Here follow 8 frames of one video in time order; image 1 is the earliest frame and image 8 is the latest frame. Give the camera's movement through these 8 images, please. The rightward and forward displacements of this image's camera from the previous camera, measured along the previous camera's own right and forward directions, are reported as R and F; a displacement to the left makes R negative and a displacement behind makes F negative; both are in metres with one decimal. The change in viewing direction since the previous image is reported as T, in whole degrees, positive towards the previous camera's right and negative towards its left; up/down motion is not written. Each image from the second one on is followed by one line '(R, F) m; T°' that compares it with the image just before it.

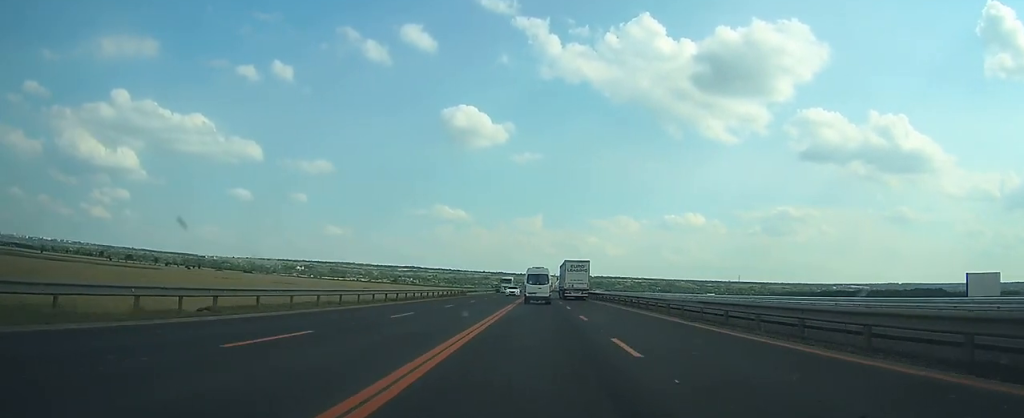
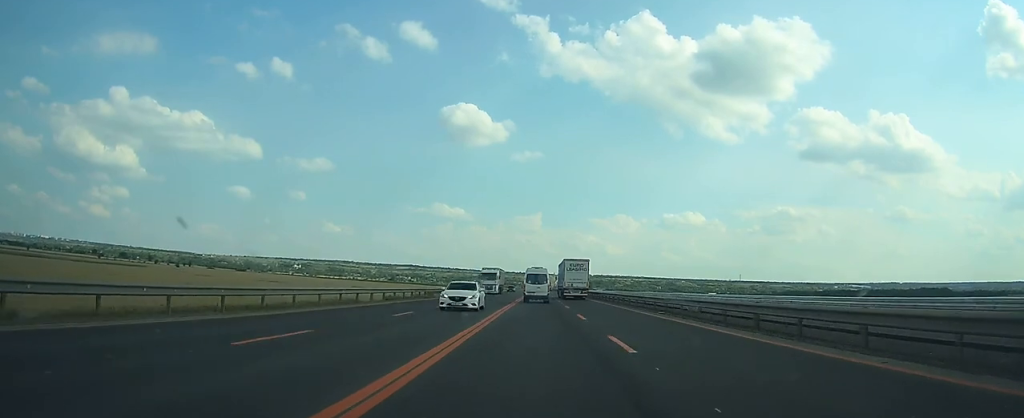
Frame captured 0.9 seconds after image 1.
(-0.1, +23.6) m; 0°
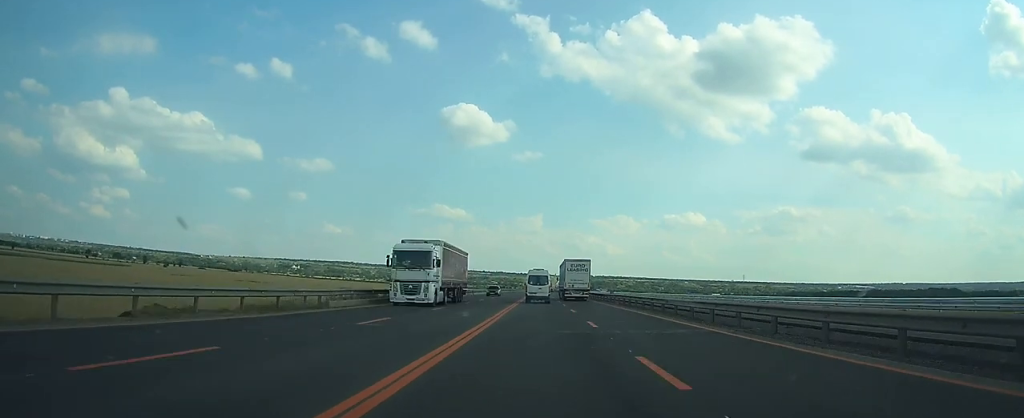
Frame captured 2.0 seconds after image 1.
(+0.1, +28.2) m; 0°
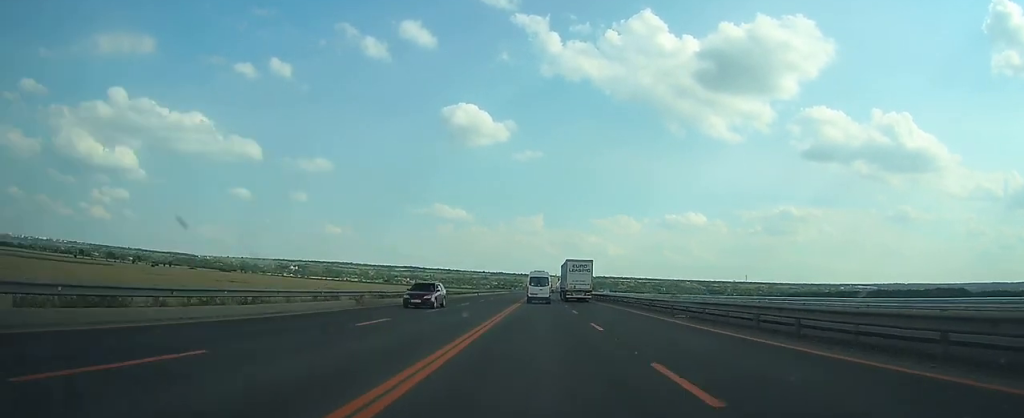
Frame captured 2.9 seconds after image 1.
(-0.1, +24.9) m; 0°
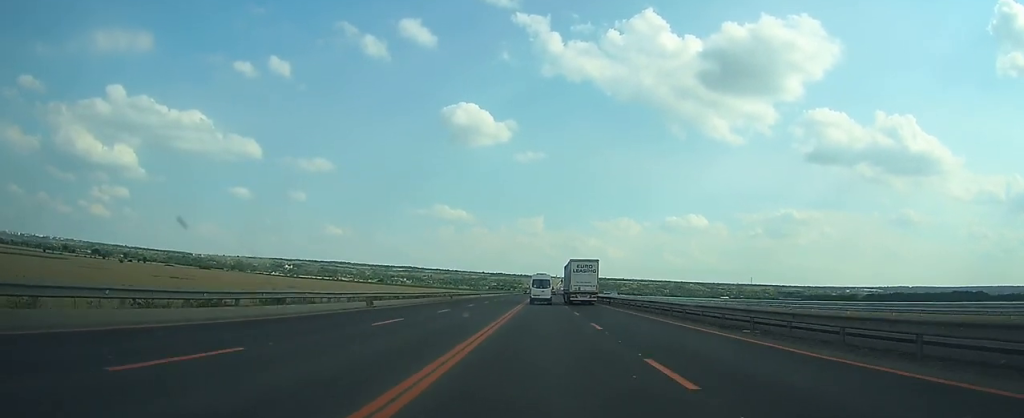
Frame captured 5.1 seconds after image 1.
(-0.1, +58.2) m; 0°
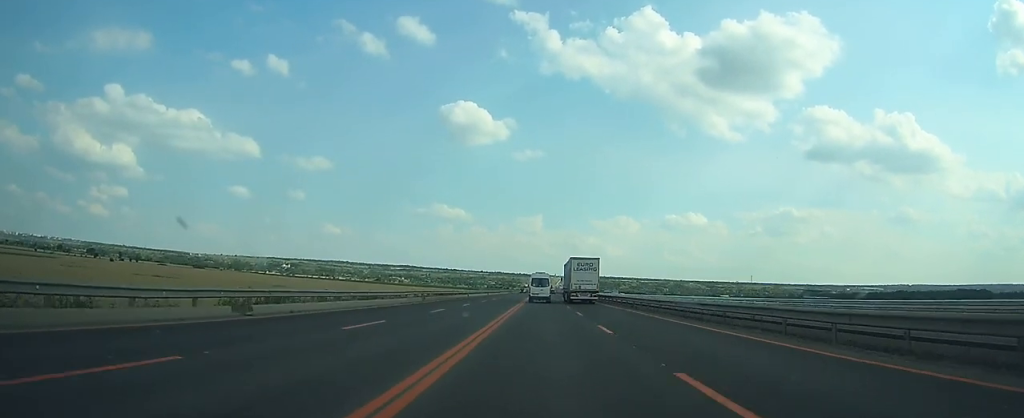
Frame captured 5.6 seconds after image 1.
(0.0, +14.5) m; 0°
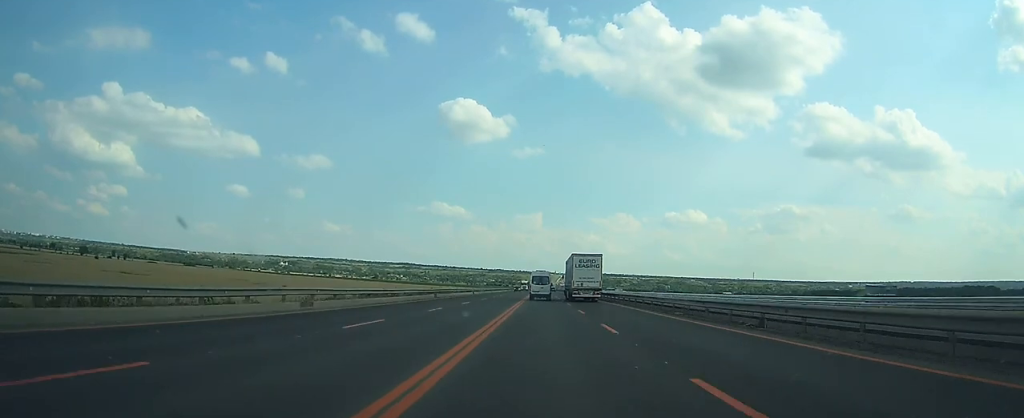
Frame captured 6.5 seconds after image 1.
(+0.1, +24.6) m; 0°
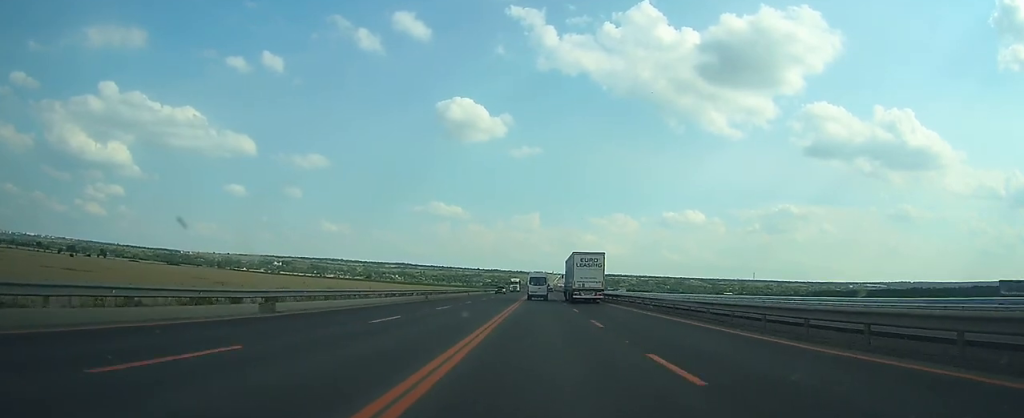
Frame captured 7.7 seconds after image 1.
(+0.1, +33.0) m; 0°
